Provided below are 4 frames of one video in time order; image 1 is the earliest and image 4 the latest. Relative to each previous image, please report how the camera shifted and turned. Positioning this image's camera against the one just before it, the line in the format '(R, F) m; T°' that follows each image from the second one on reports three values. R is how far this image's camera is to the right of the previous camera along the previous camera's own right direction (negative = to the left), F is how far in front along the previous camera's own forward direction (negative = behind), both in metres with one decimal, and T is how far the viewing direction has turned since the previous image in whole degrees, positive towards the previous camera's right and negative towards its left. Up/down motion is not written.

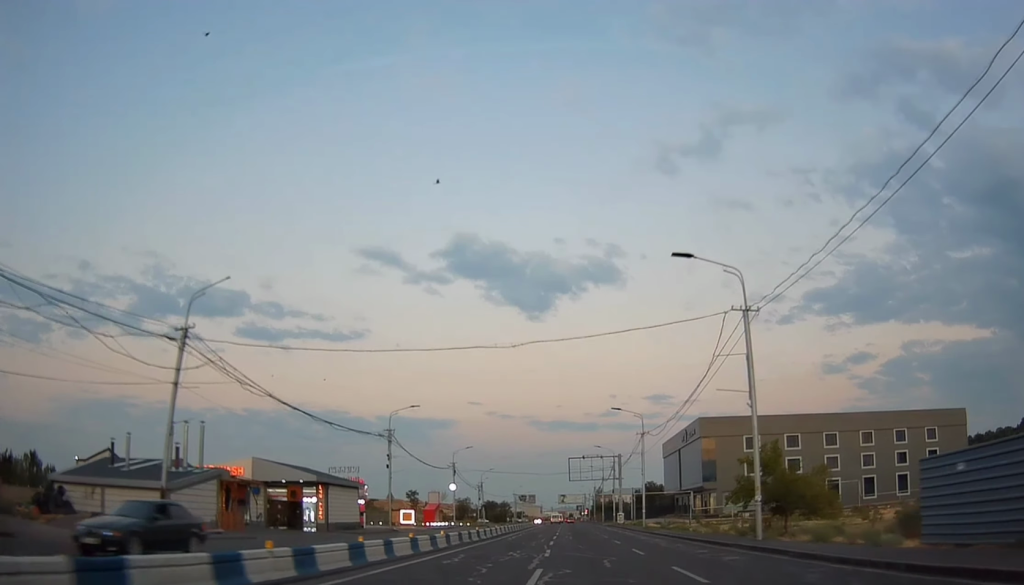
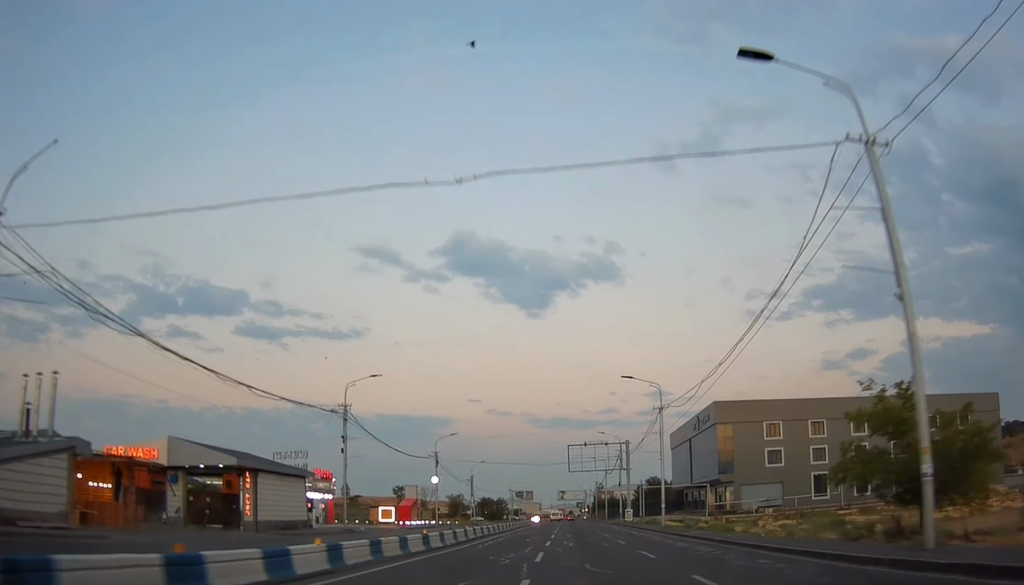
(0.0, +12.7) m; 0°
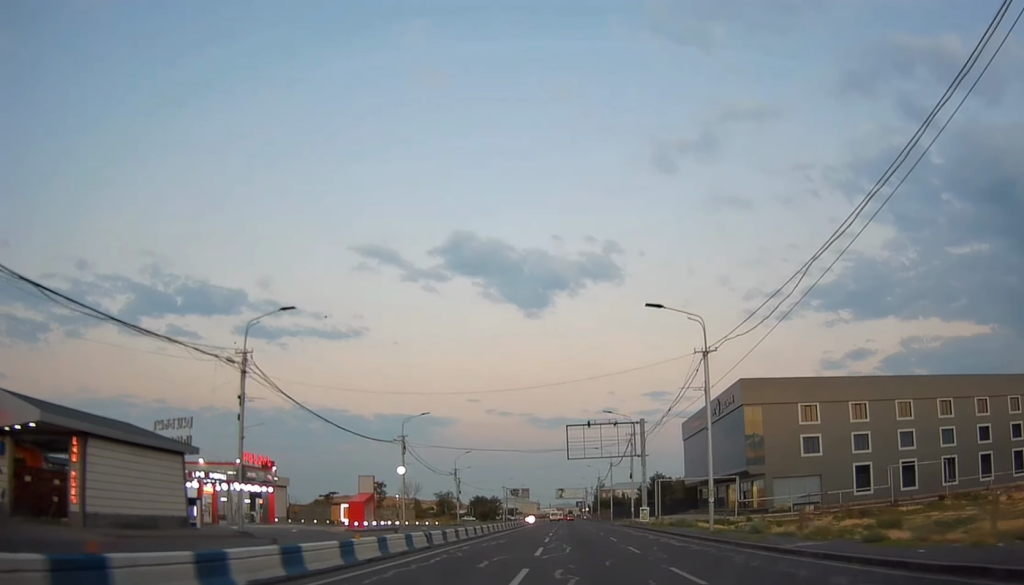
(0.0, +16.7) m; 0°
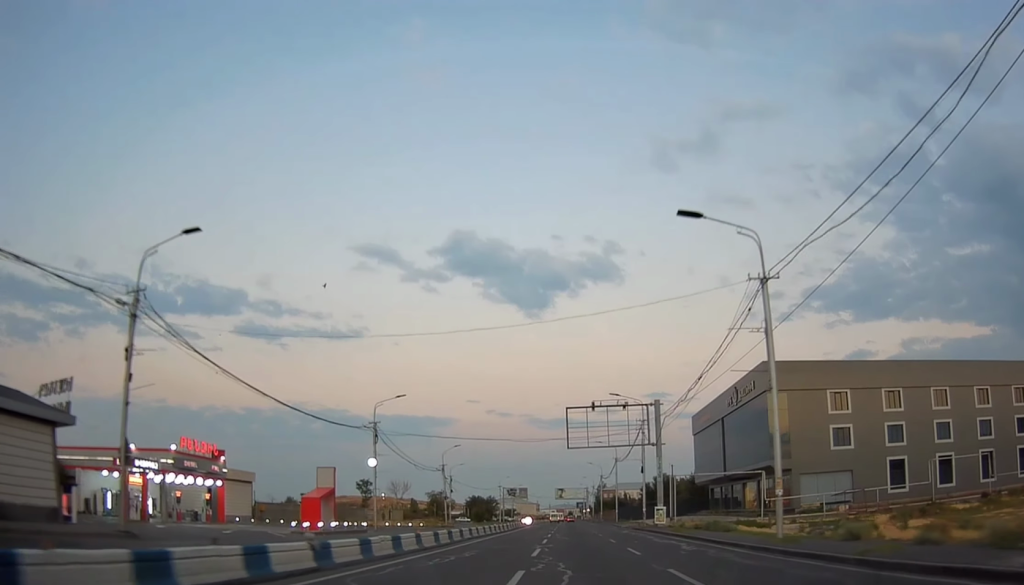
(+0.1, +10.4) m; 0°
